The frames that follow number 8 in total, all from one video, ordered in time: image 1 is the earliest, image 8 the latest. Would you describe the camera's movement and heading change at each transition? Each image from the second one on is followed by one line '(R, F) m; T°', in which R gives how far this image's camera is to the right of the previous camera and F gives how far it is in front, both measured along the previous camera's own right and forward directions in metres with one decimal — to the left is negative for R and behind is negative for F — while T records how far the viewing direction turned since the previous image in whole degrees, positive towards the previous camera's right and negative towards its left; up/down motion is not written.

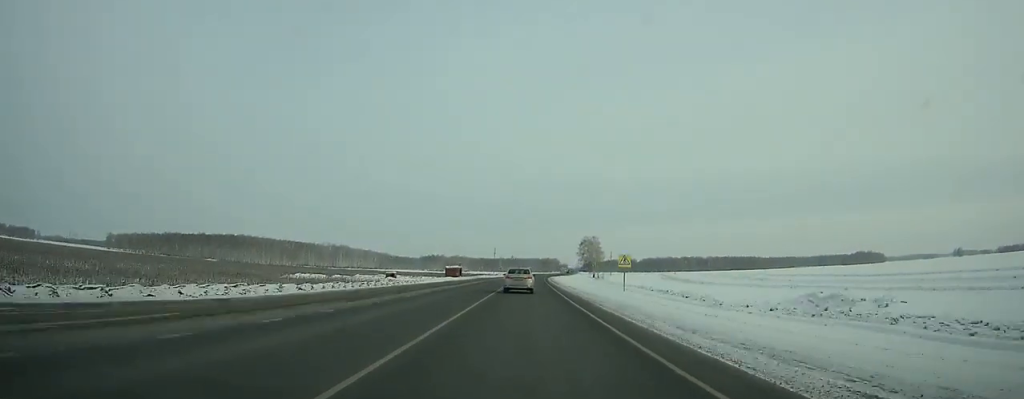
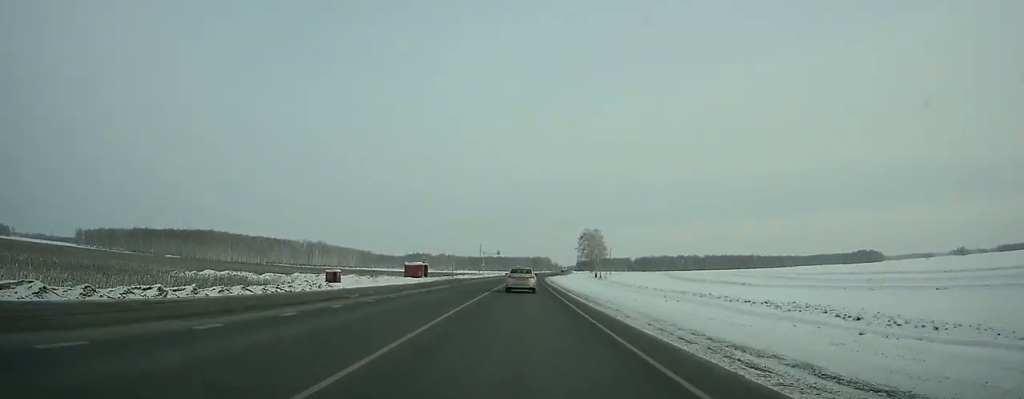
(+0.3, +38.8) m; +1°
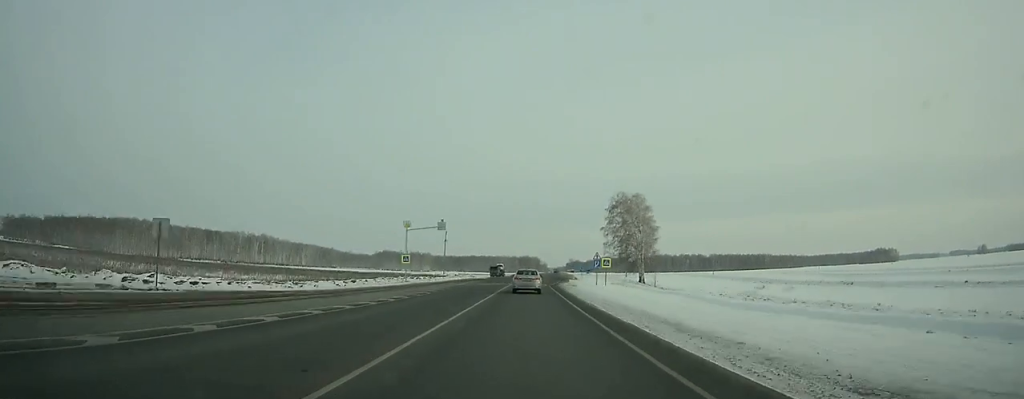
(+1.7, +93.7) m; +2°
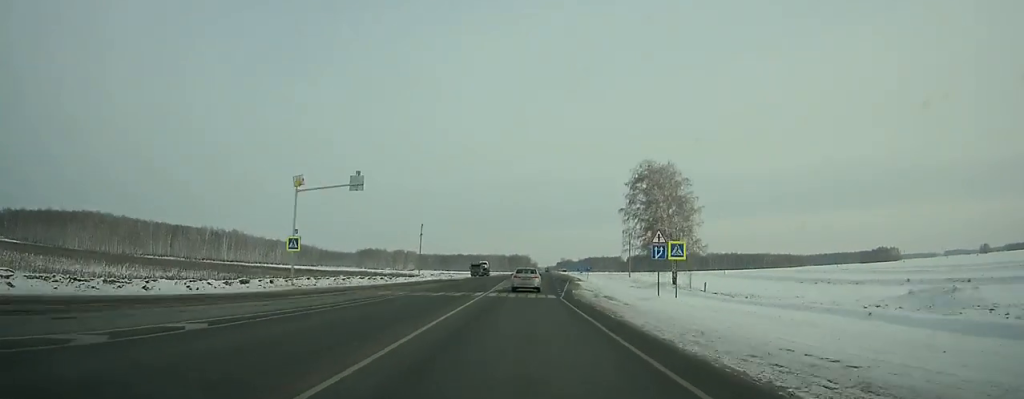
(0.0, +31.0) m; +1°
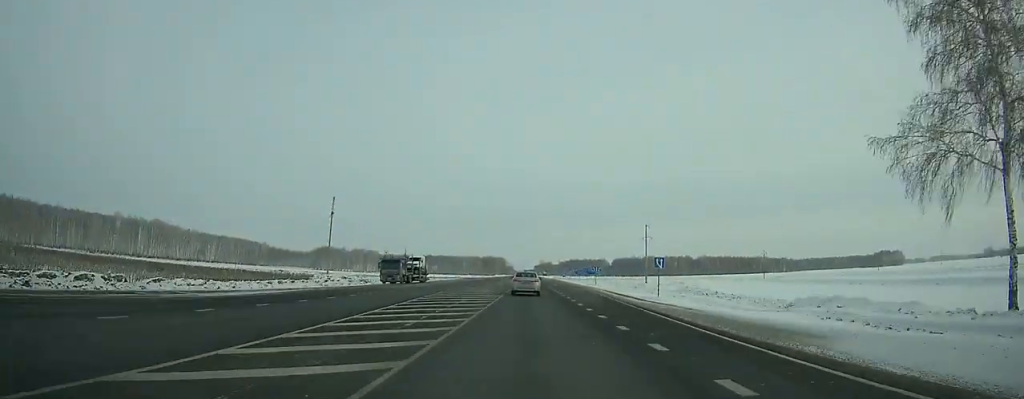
(+1.2, +66.4) m; +1°
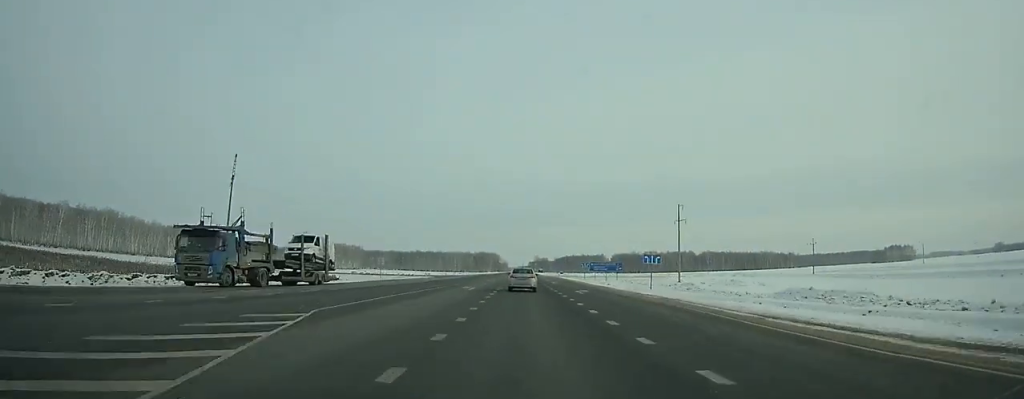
(+0.2, +40.3) m; 0°
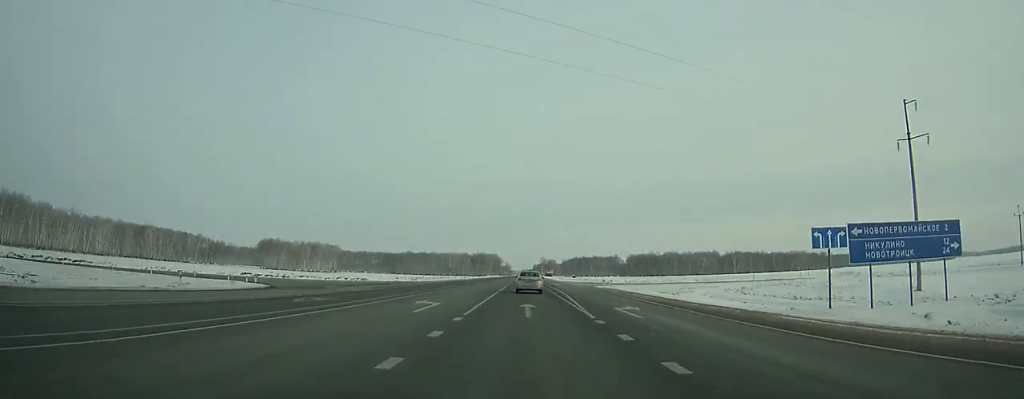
(+0.2, +76.0) m; 0°
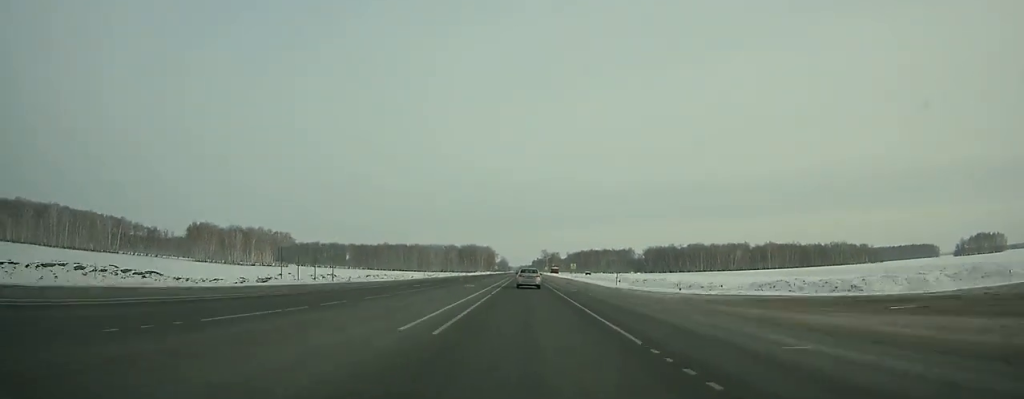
(+0.1, +93.4) m; 0°
